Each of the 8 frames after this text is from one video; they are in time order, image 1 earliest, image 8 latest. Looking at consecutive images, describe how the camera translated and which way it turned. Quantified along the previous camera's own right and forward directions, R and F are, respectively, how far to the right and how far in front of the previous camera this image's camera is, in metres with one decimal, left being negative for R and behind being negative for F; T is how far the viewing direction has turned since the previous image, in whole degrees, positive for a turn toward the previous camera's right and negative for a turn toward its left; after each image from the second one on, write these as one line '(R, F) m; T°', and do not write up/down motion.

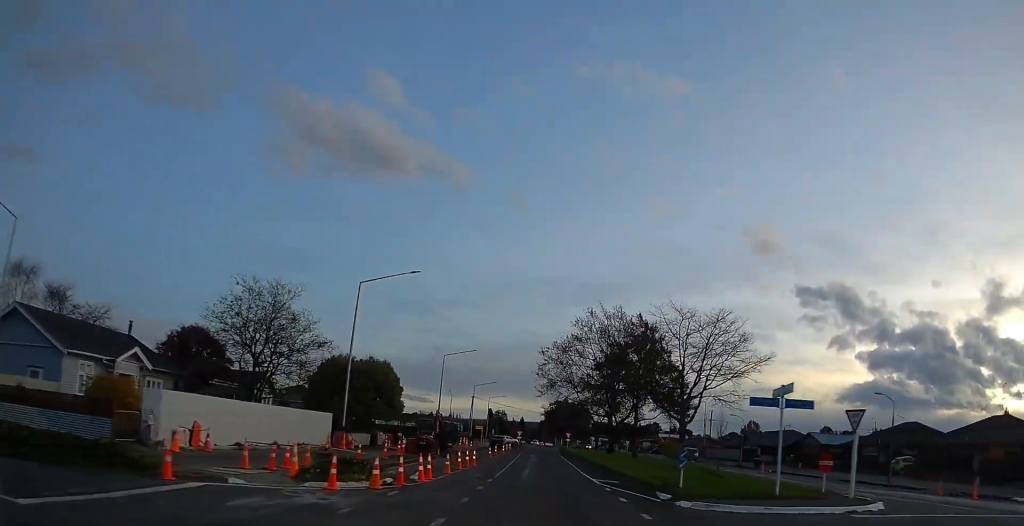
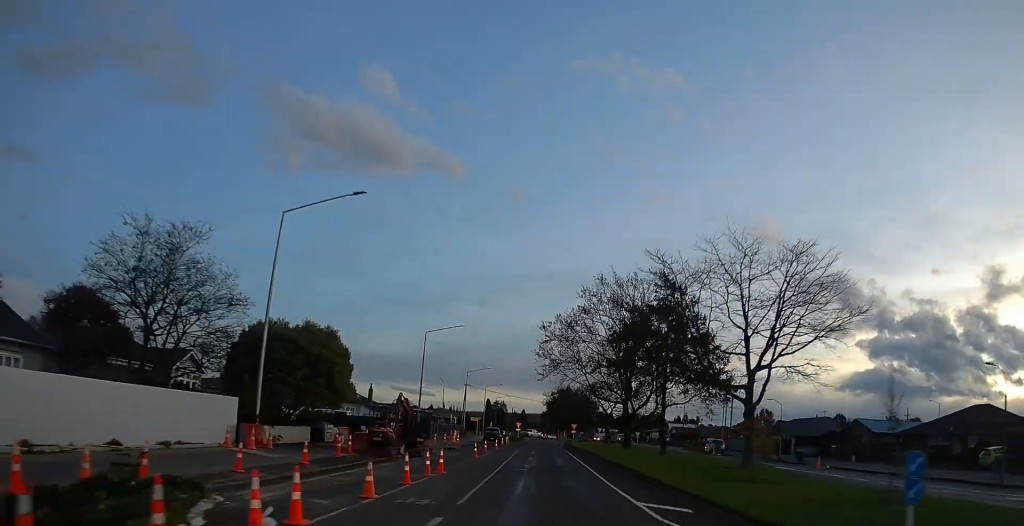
(+0.3, +13.0) m; -1°
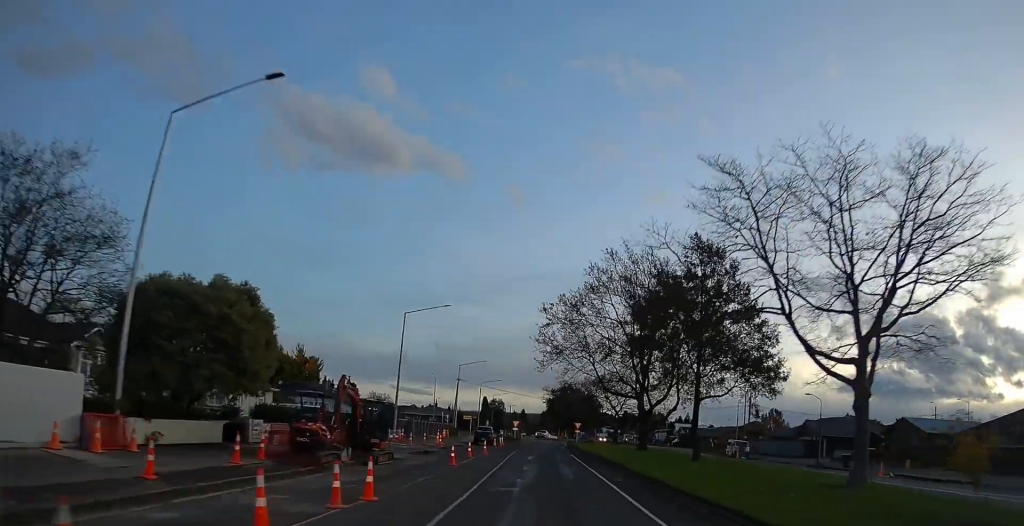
(-0.3, +9.9) m; +1°
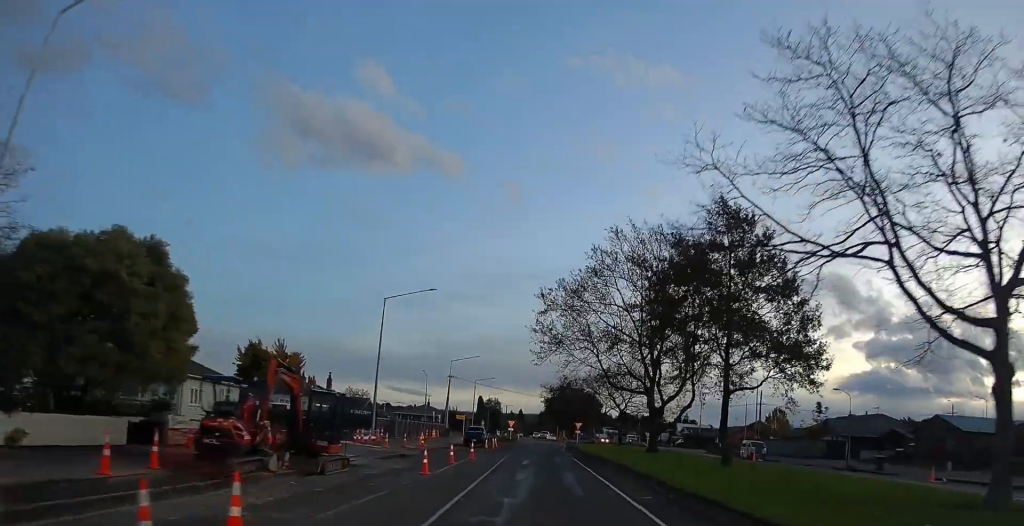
(0.0, +6.2) m; 0°
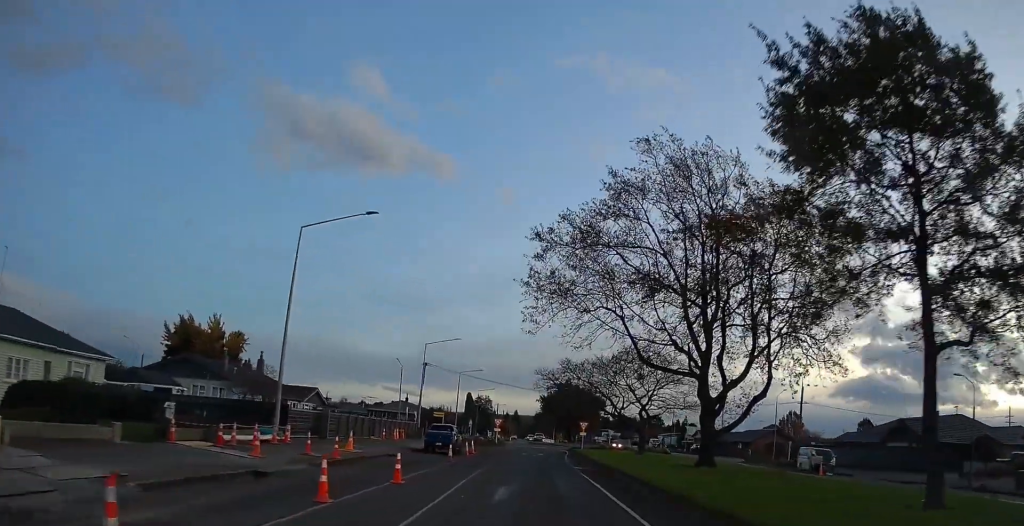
(+0.1, +17.0) m; +1°
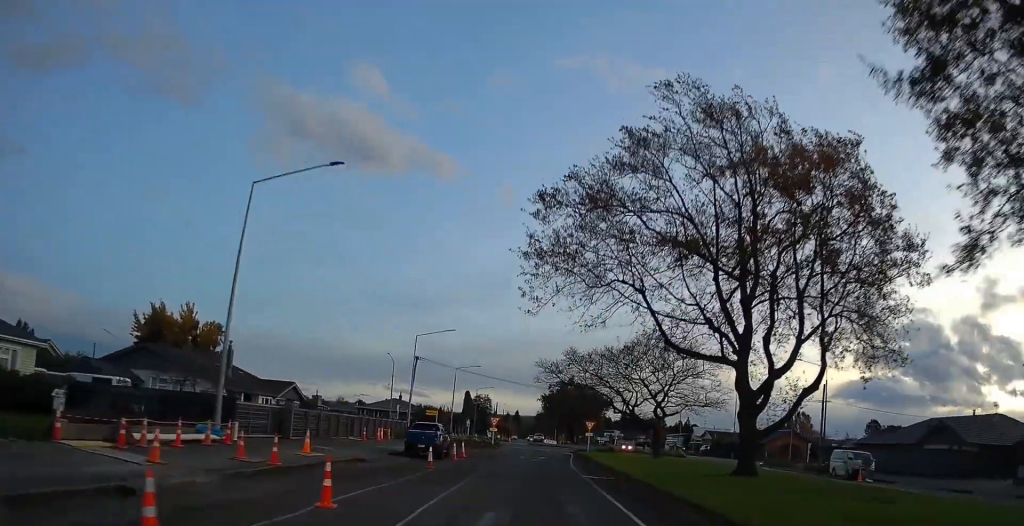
(-0.2, +6.1) m; +1°
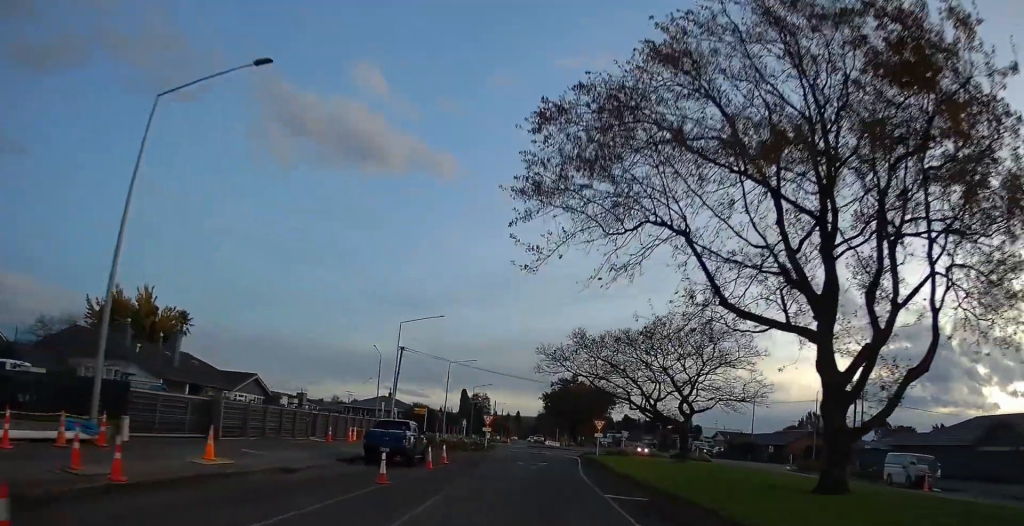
(+0.8, +8.0) m; 0°
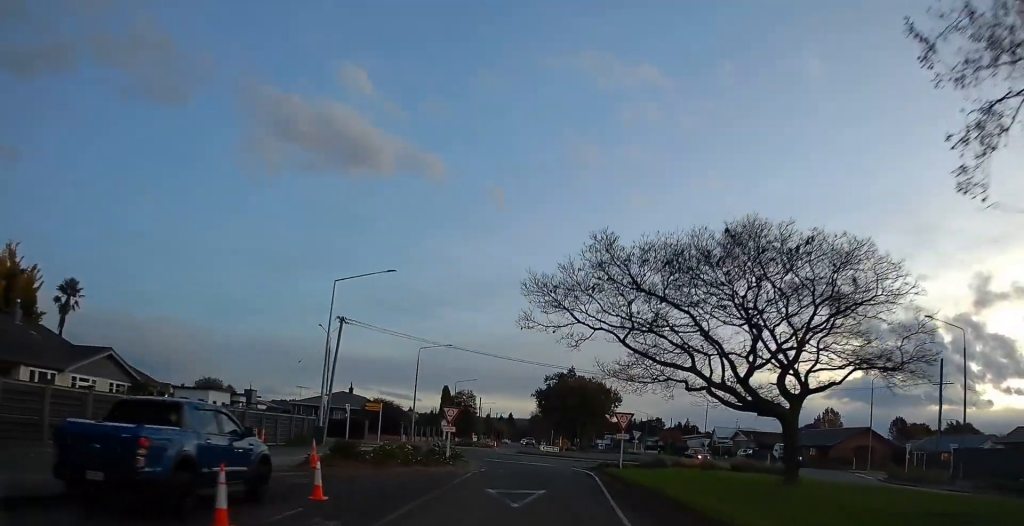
(-1.1, +16.9) m; -3°
